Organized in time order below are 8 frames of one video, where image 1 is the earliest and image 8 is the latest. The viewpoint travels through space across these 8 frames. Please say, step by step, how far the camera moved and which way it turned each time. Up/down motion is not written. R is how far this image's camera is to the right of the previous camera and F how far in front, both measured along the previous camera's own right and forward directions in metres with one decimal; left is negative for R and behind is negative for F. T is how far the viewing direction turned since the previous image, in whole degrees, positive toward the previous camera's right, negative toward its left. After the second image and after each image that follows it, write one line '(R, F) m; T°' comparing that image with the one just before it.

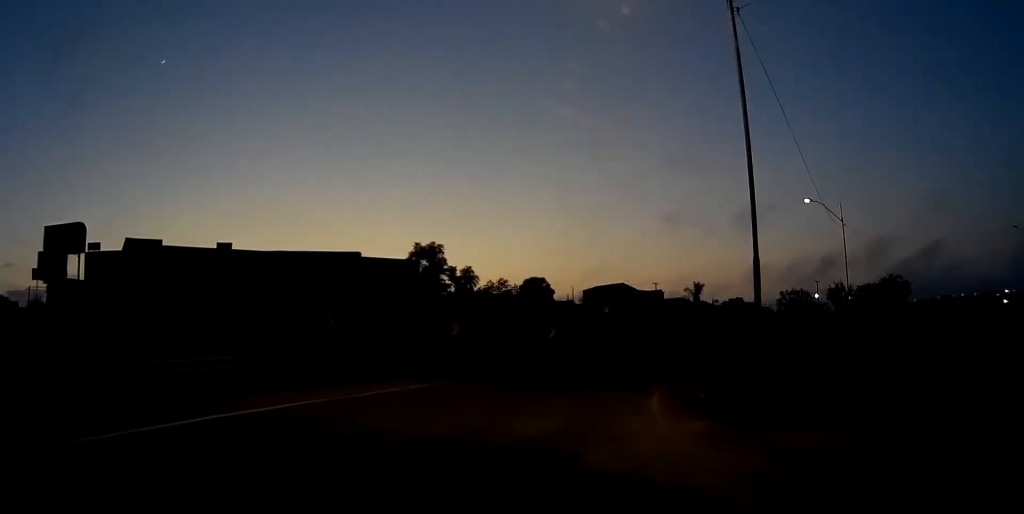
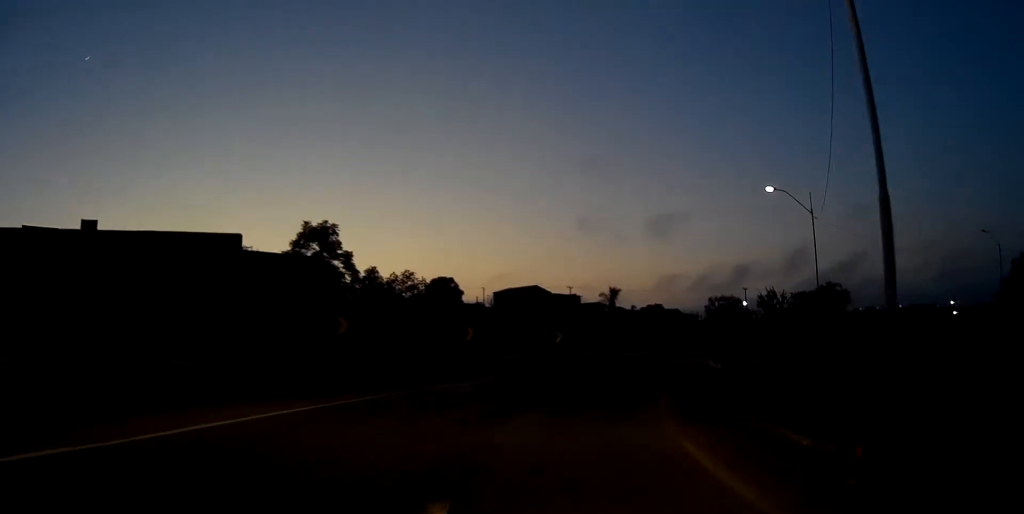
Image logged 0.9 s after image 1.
(+0.7, +7.6) m; +8°
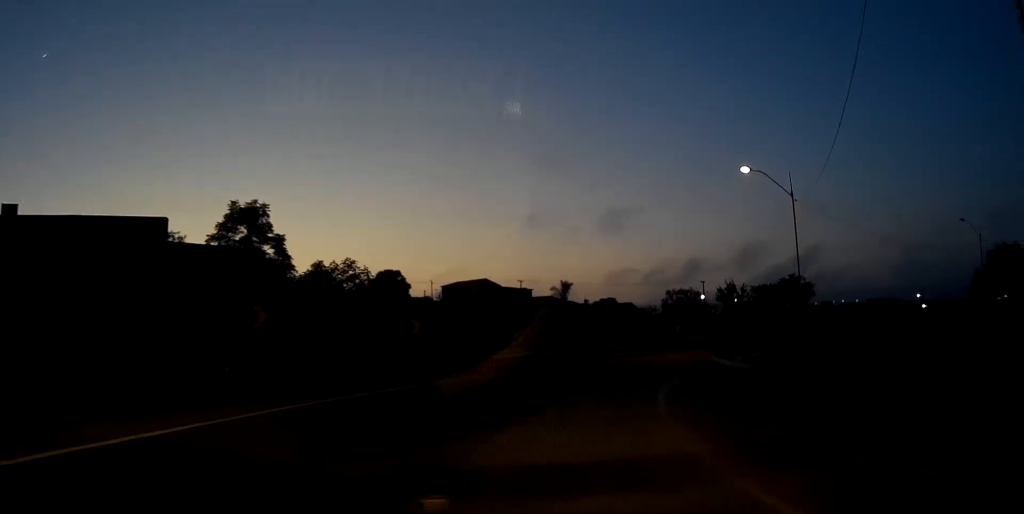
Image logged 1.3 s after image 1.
(+0.1, +3.8) m; +4°
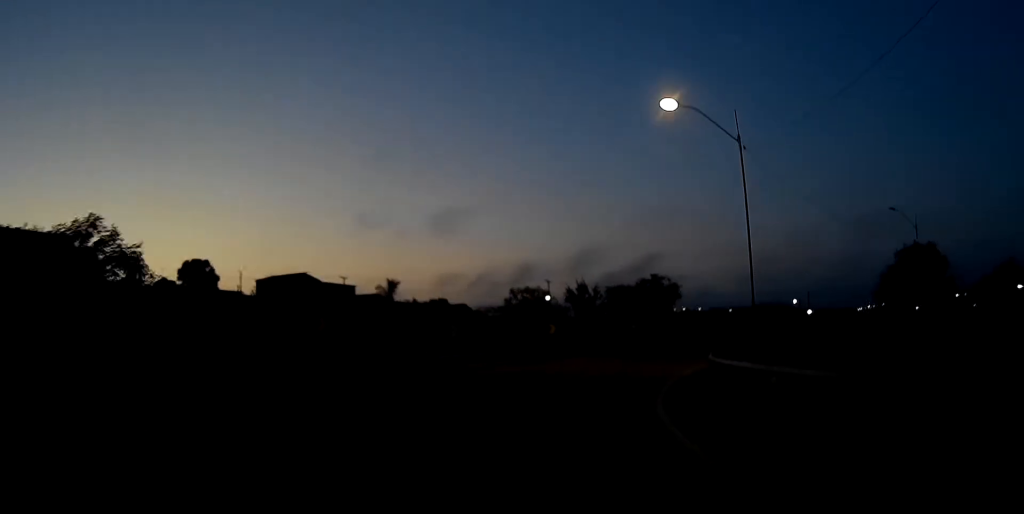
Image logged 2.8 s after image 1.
(+1.5, +13.3) m; +13°
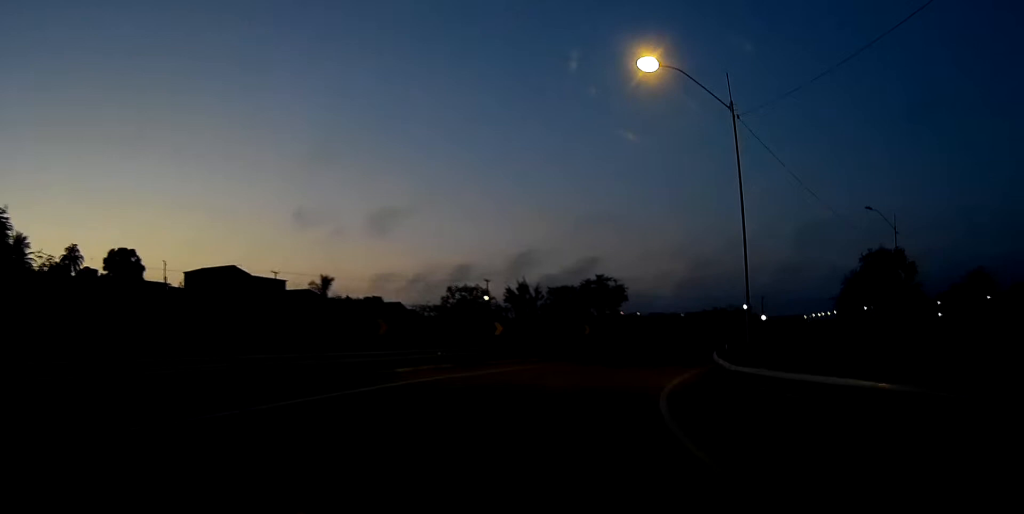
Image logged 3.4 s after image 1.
(+0.2, +5.1) m; +5°
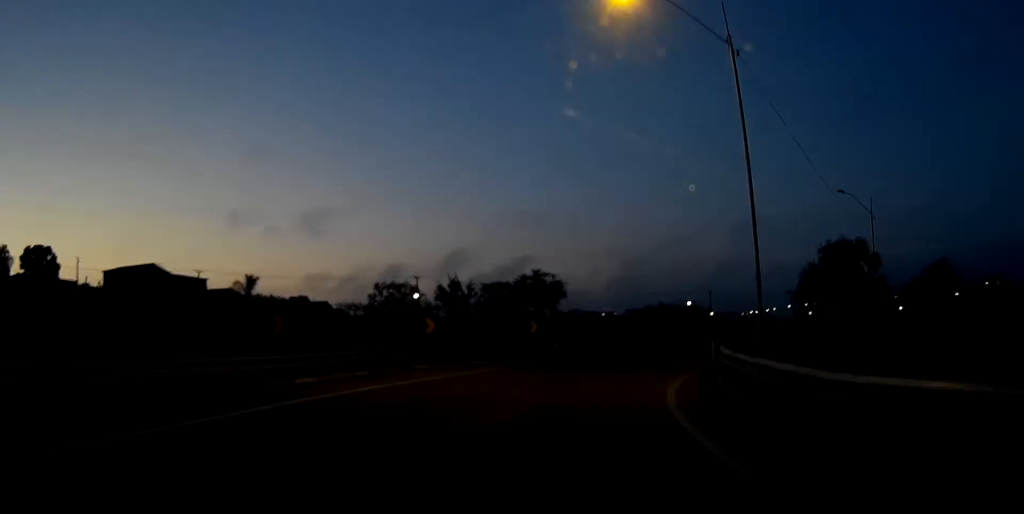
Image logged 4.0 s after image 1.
(+0.2, +5.8) m; +5°
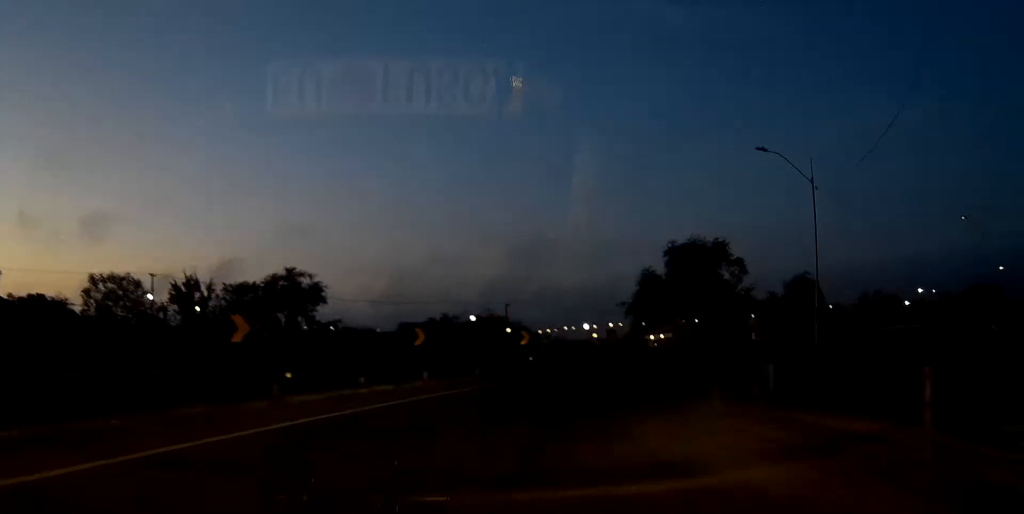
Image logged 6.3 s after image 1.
(+3.3, +20.1) m; +19°
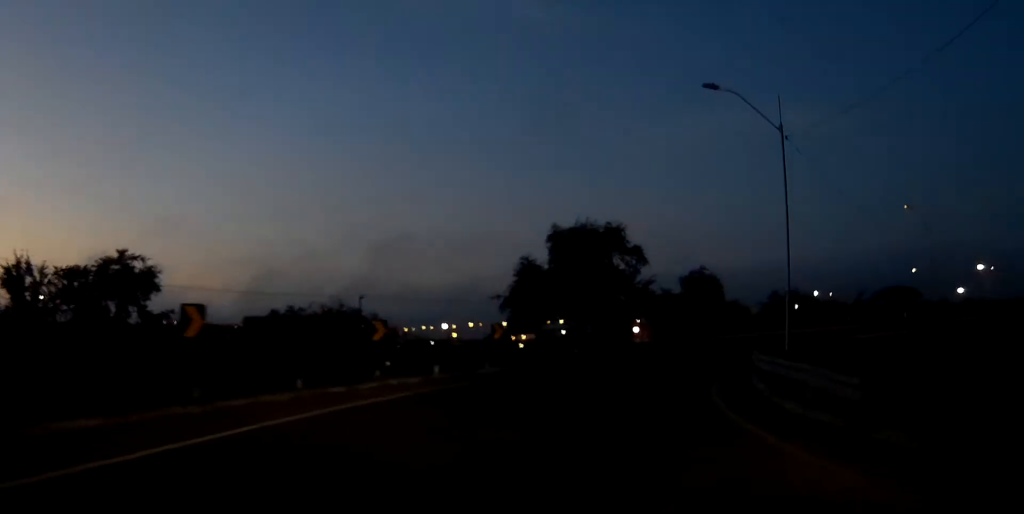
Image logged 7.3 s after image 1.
(+0.8, +10.2) m; +9°
